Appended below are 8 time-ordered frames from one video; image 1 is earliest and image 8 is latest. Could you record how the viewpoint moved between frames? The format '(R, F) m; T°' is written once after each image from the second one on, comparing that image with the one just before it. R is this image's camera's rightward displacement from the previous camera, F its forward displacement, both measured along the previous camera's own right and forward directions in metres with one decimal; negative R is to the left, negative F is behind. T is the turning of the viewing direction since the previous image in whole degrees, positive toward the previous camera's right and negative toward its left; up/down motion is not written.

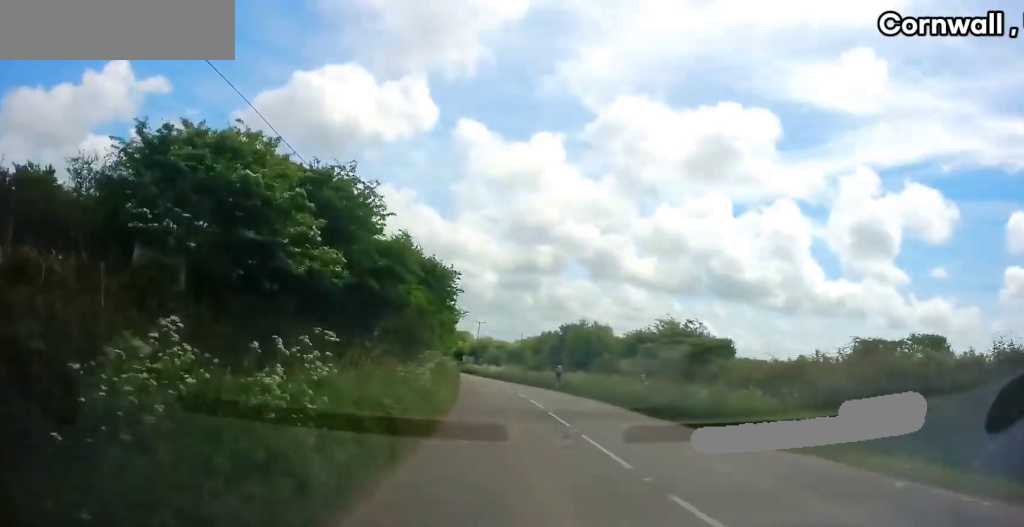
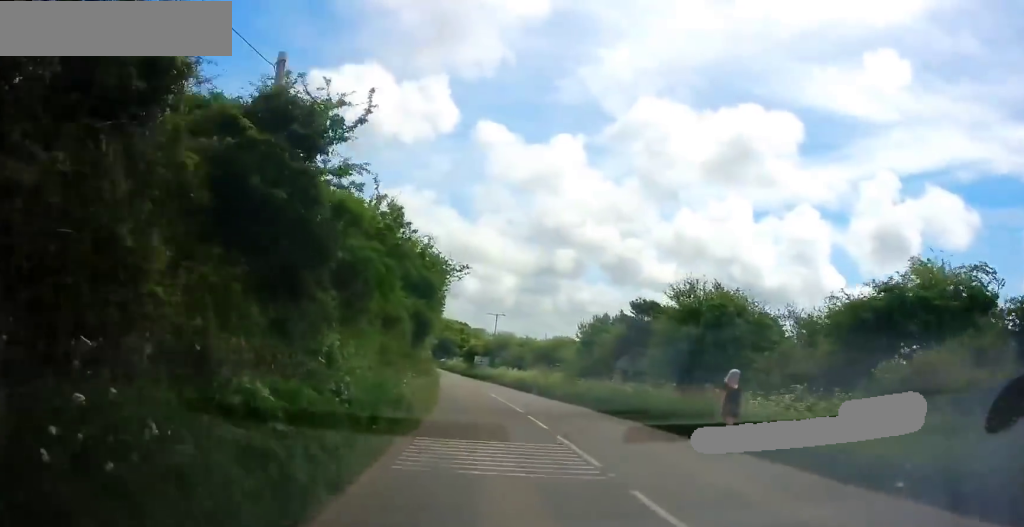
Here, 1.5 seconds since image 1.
(-0.8, +23.9) m; -3°
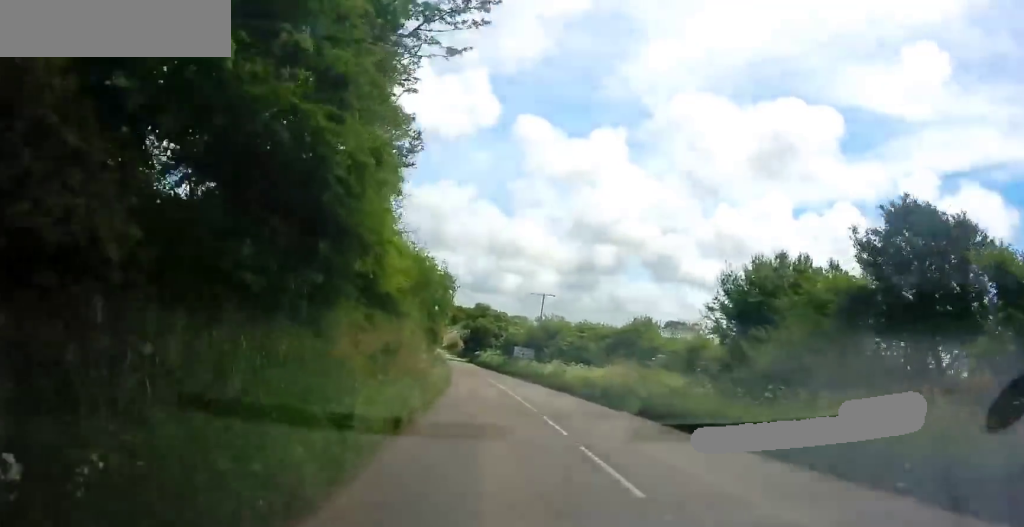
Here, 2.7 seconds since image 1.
(0.0, +19.9) m; +3°
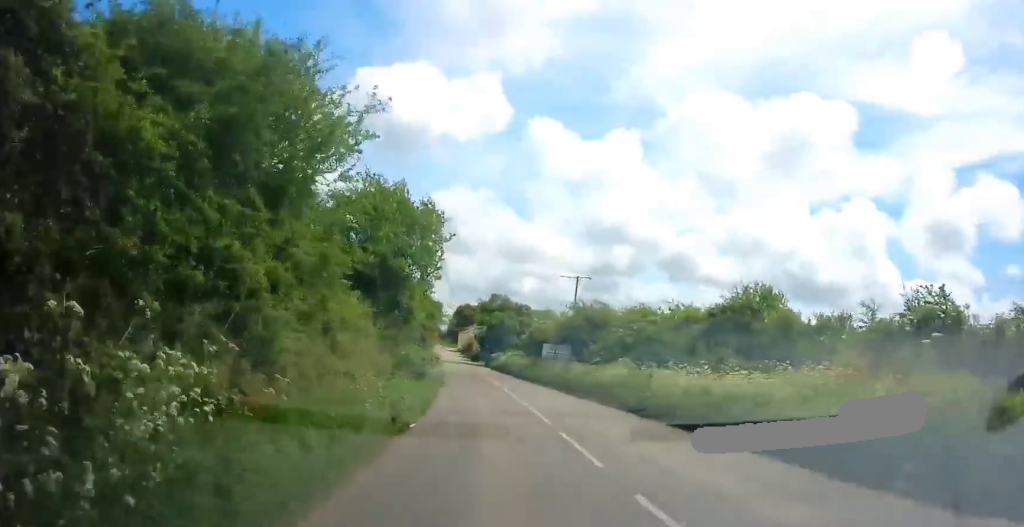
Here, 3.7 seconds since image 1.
(+0.7, +13.7) m; -6°
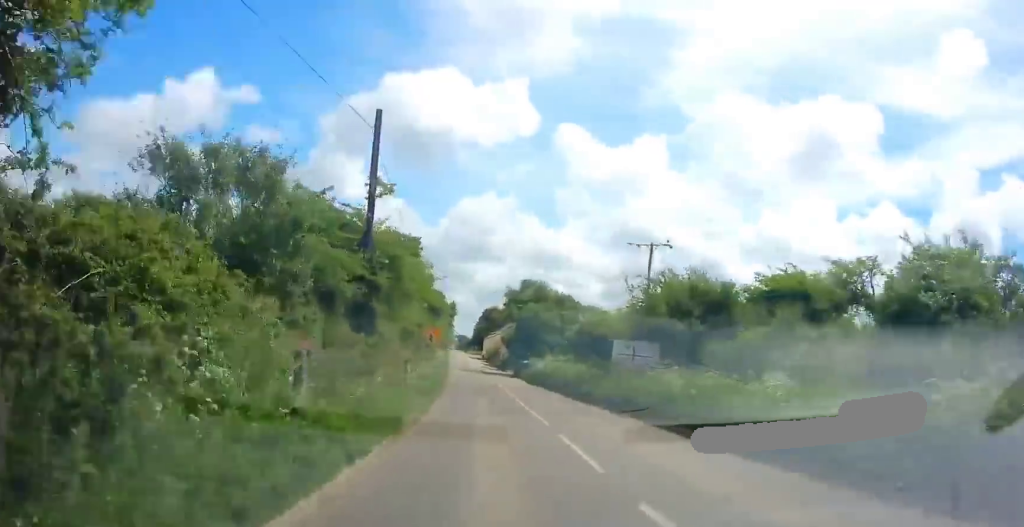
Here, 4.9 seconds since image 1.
(-2.5, +19.6) m; -10°
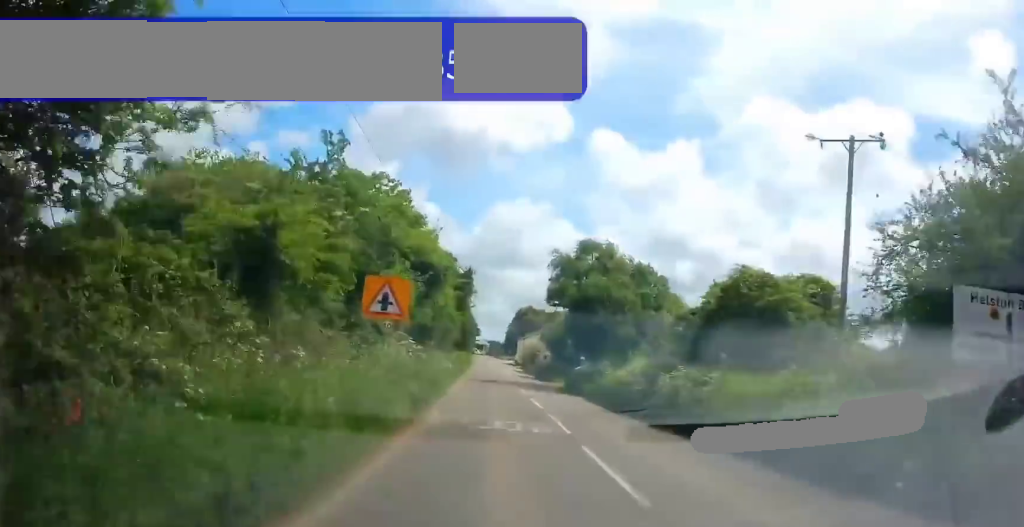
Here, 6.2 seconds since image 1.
(-2.1, +21.0) m; -12°
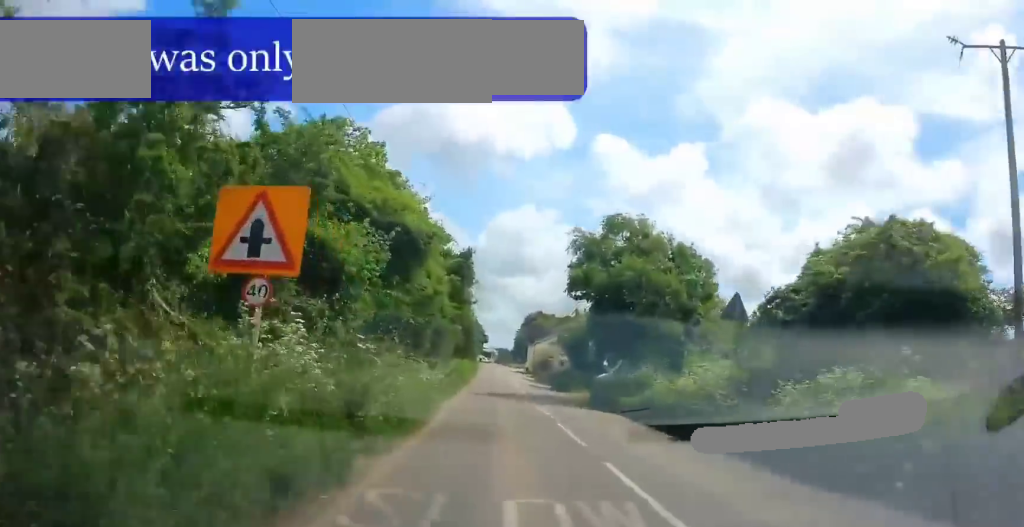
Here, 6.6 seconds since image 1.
(-2.1, +7.4) m; +4°
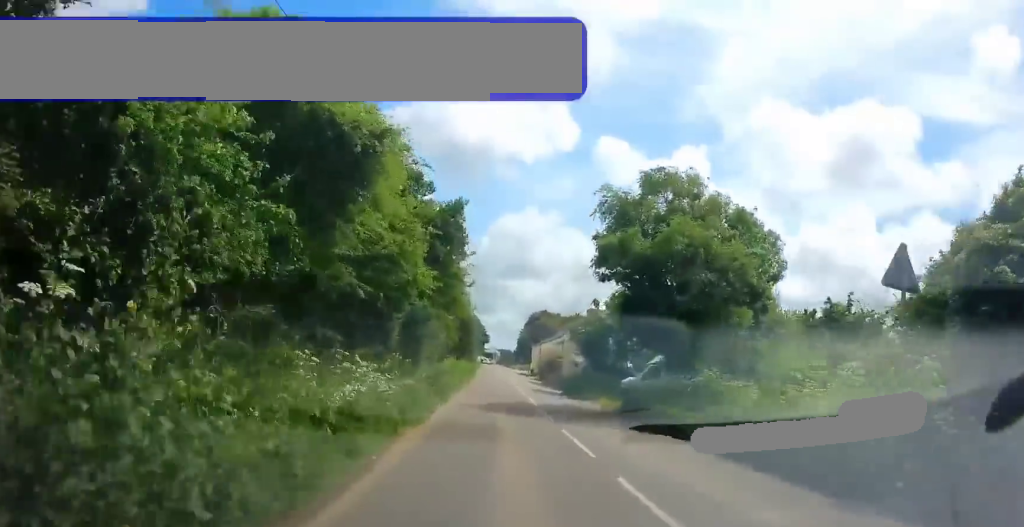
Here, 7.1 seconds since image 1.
(-0.2, +7.2) m; +7°
